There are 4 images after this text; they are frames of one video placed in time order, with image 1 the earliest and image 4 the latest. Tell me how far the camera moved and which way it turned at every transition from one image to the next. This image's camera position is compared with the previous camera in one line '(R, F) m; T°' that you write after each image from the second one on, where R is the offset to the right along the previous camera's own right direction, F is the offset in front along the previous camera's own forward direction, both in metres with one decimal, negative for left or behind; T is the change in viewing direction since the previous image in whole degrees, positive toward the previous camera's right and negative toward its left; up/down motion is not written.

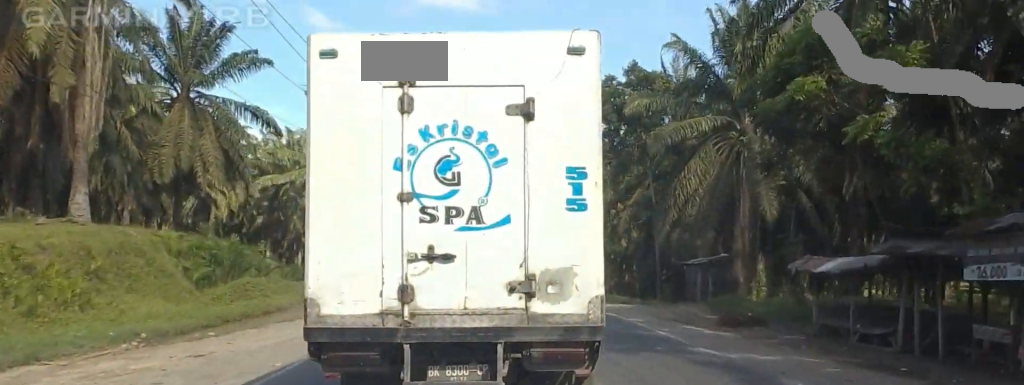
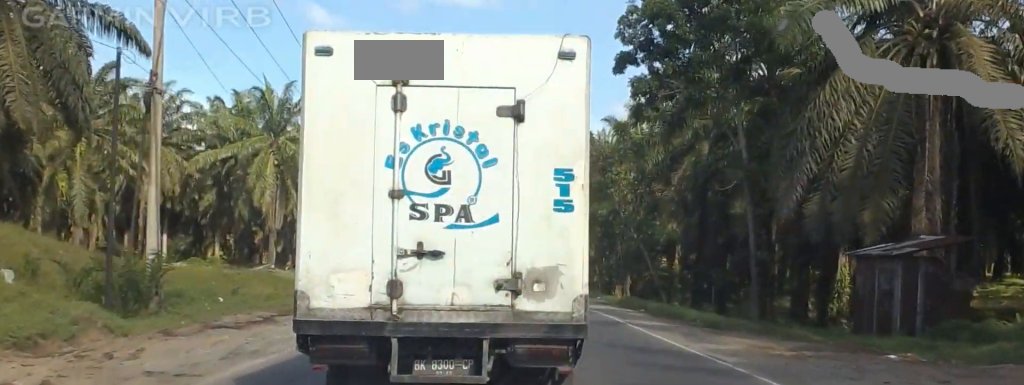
(-0.3, +22.4) m; +1°
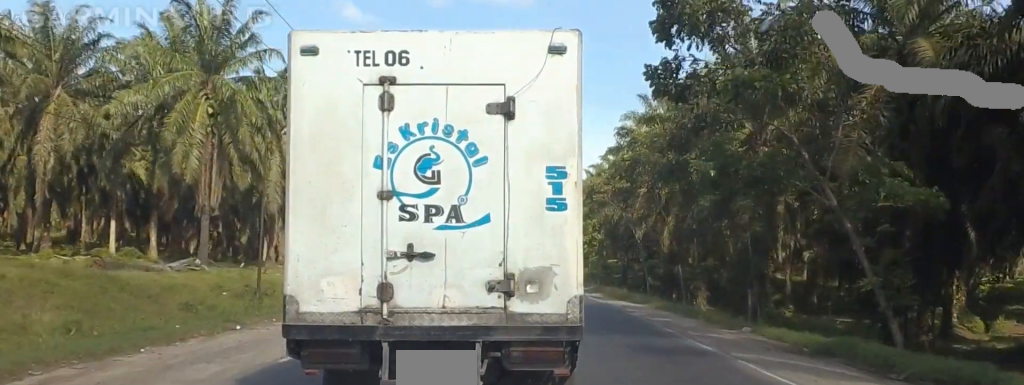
(-0.5, +25.6) m; -4°
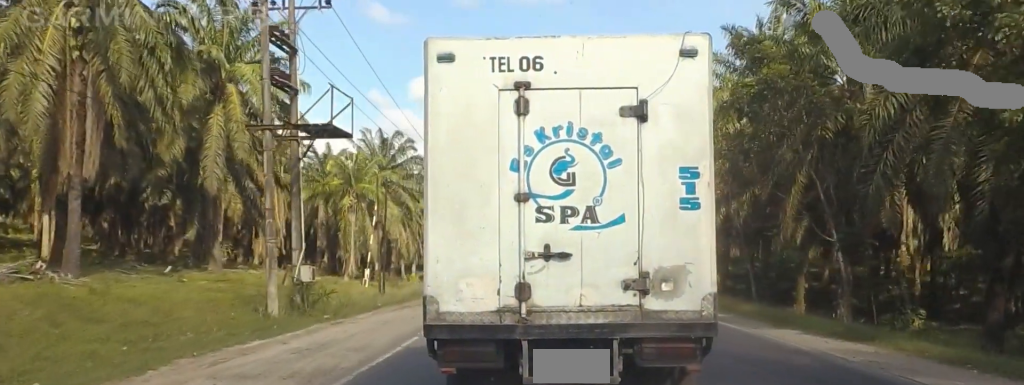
(-0.5, +20.9) m; -1°
